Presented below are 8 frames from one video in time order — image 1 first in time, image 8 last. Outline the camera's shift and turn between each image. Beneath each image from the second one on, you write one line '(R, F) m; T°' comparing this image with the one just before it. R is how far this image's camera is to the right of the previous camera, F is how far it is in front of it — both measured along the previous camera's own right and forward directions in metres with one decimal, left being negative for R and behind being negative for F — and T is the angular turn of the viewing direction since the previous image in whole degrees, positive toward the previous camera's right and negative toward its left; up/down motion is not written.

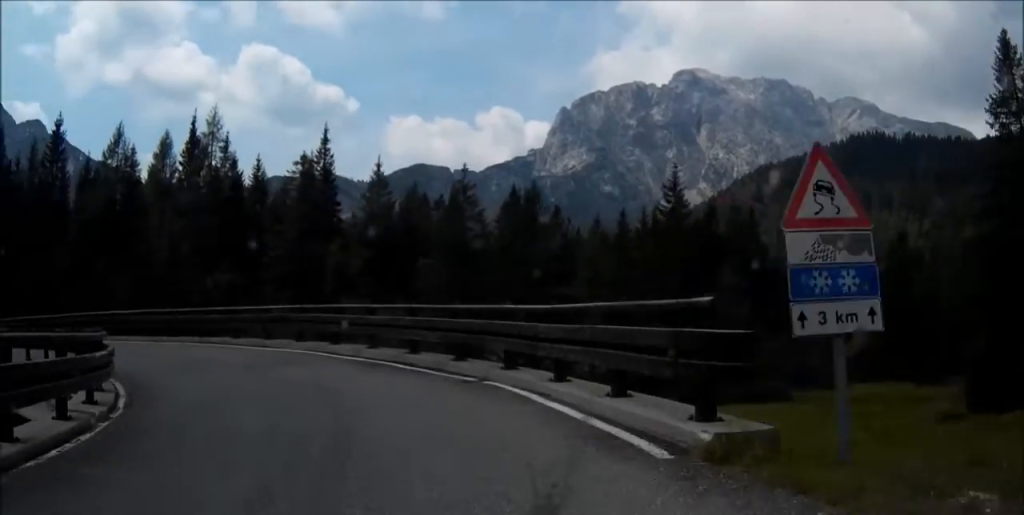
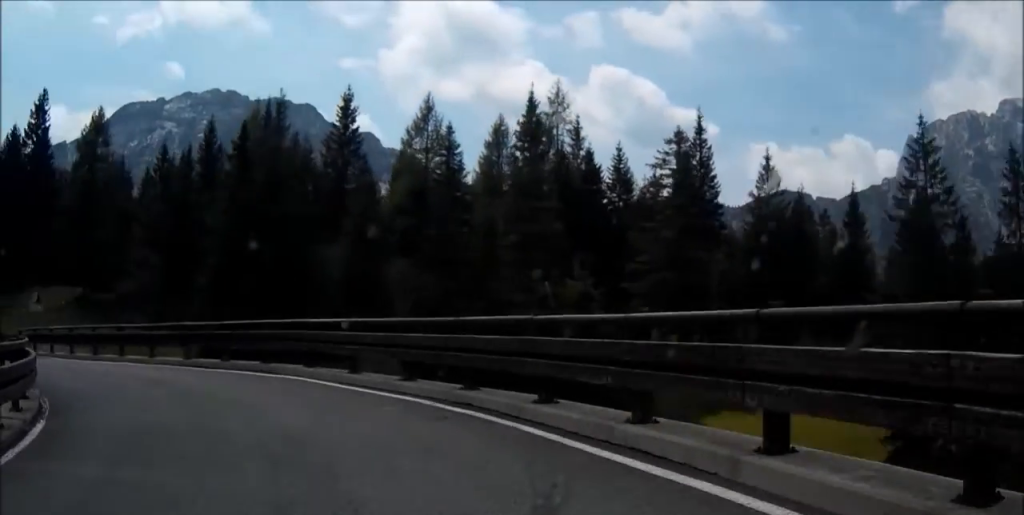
(-2.9, +15.0) m; -30°
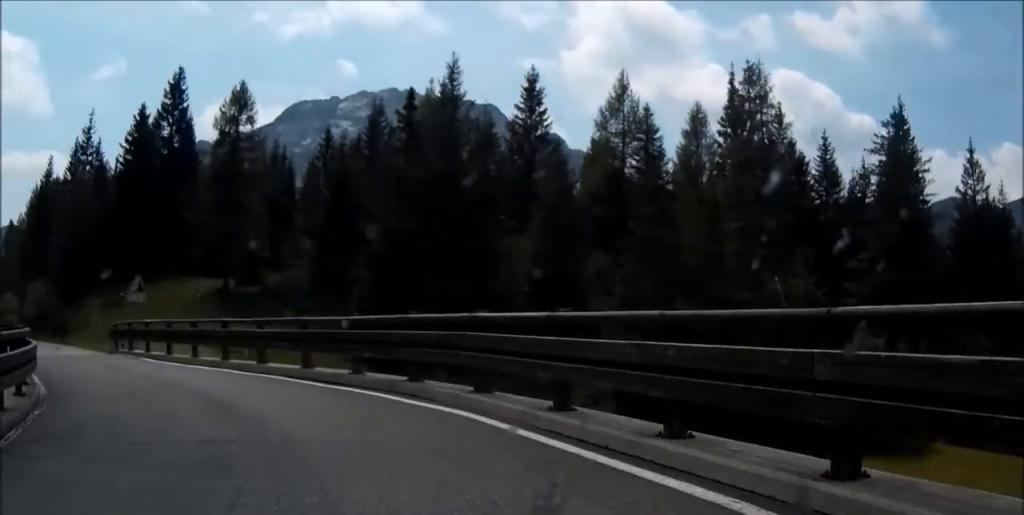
(-1.2, +6.3) m; -13°
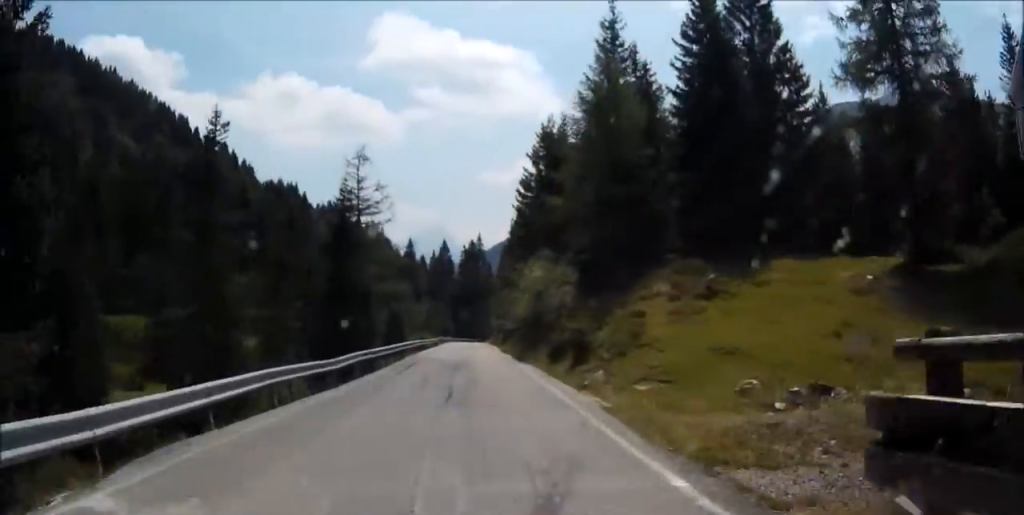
(-12.6, +27.6) m; -32°
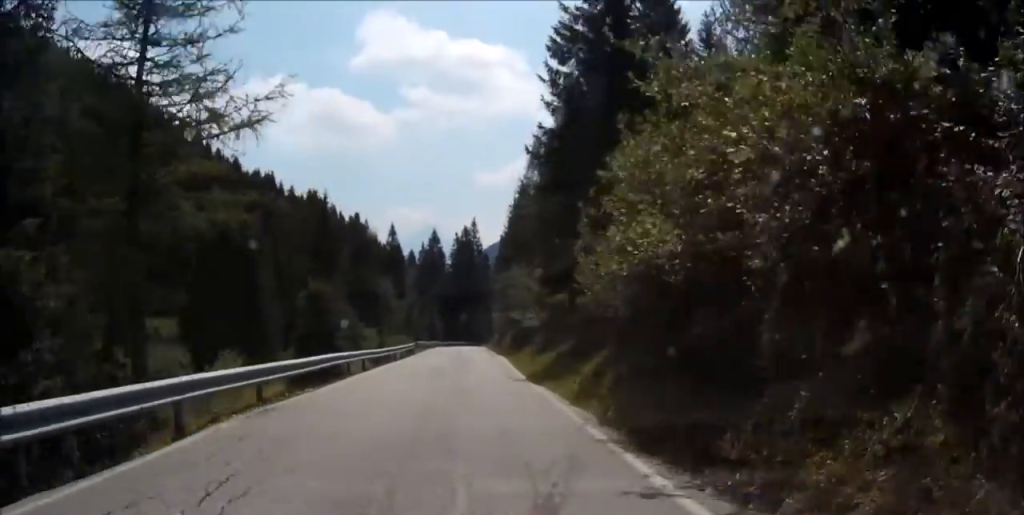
(-0.8, +31.8) m; -2°
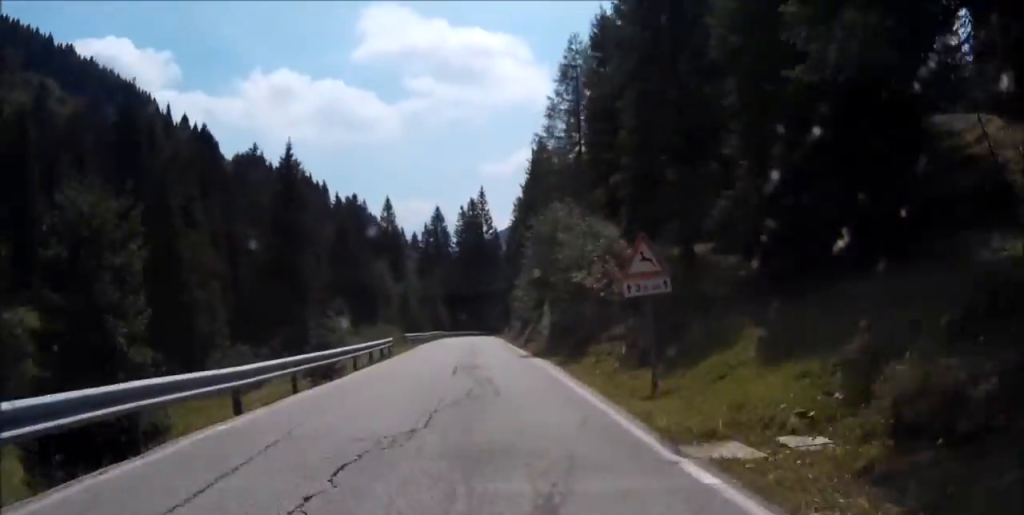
(-0.3, +20.7) m; -1°
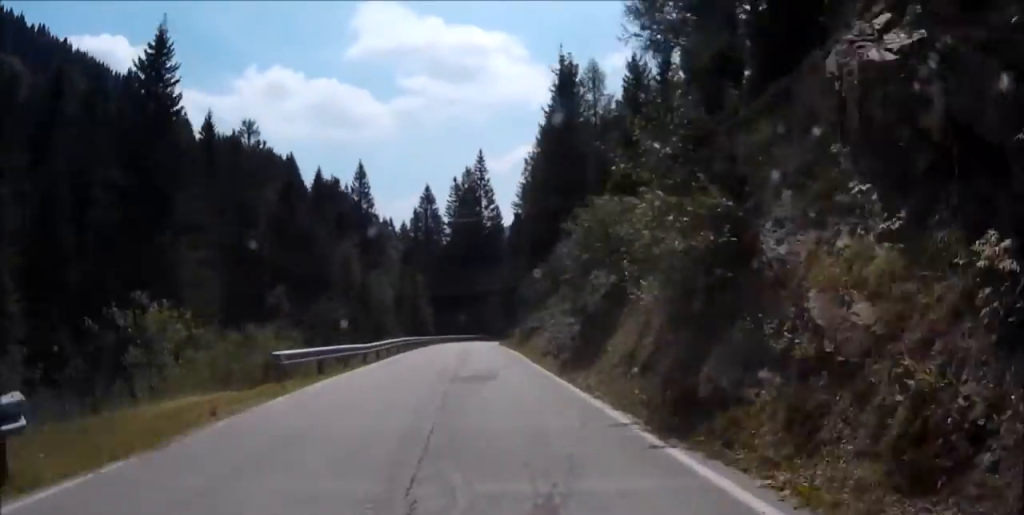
(-0.1, +28.5) m; 0°
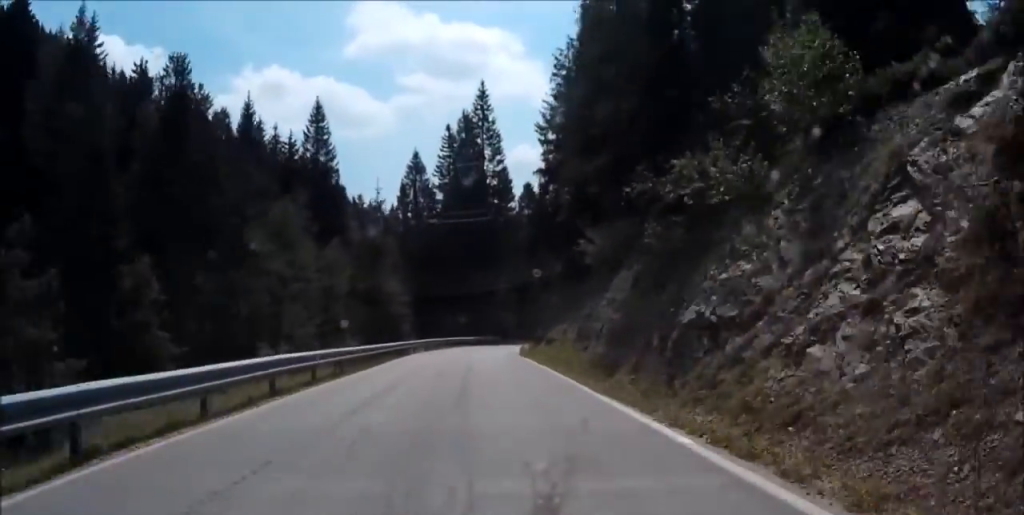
(+0.1, +27.0) m; +2°
